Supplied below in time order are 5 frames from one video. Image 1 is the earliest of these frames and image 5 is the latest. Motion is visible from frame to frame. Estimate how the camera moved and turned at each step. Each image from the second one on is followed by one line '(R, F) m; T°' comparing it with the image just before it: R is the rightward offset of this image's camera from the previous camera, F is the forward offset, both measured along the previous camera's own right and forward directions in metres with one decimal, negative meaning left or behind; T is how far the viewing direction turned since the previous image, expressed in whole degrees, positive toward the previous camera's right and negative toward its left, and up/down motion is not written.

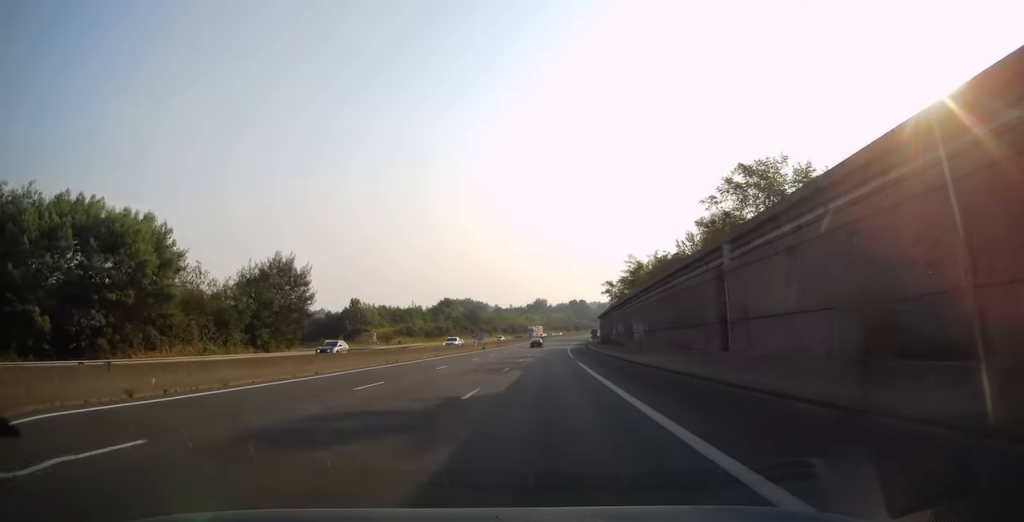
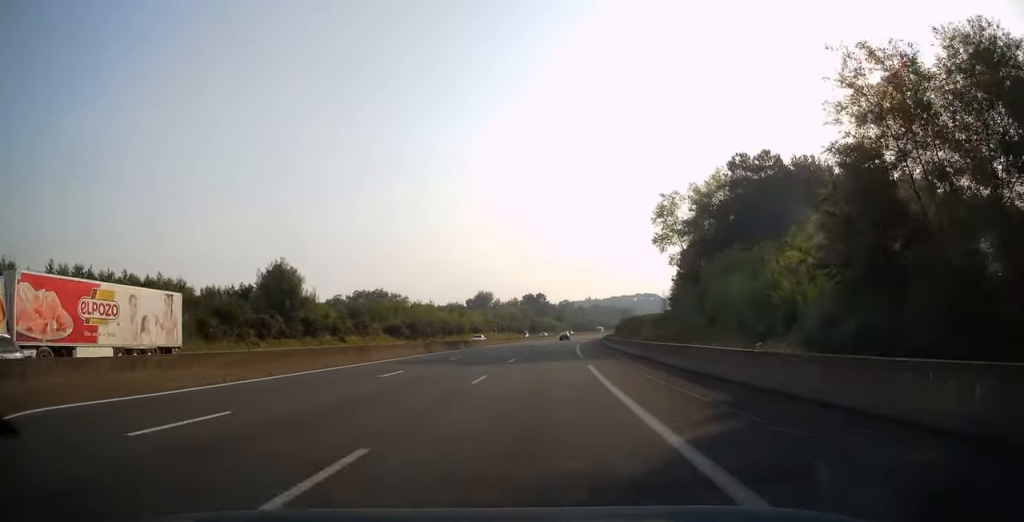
(+3.9, +112.8) m; +4°
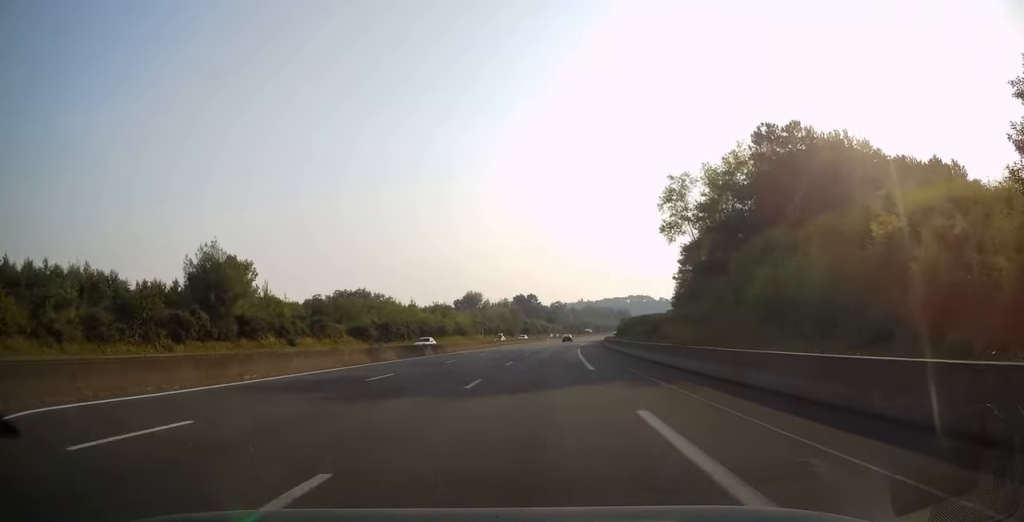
(+0.2, +14.2) m; +1°
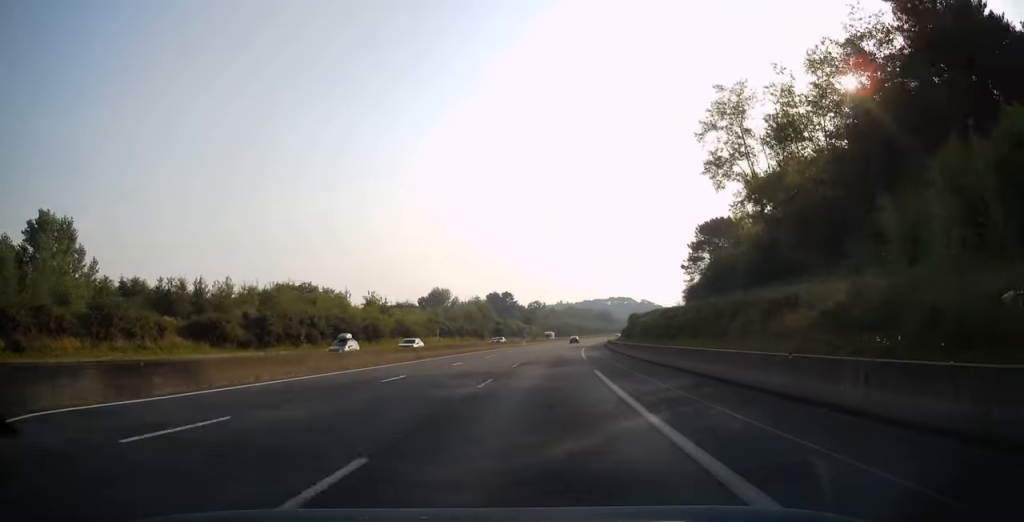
(+0.7, +37.6) m; +3°
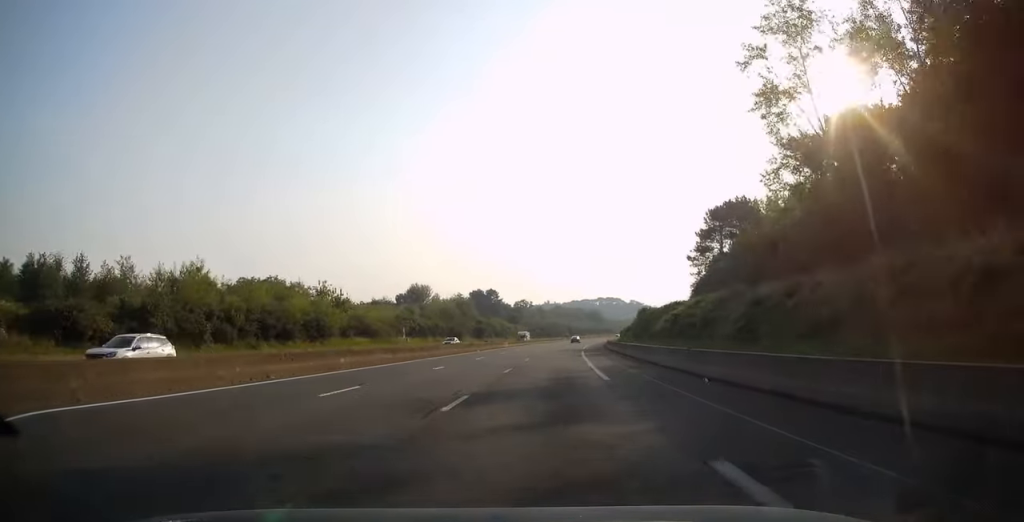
(+0.3, +18.3) m; +1°
